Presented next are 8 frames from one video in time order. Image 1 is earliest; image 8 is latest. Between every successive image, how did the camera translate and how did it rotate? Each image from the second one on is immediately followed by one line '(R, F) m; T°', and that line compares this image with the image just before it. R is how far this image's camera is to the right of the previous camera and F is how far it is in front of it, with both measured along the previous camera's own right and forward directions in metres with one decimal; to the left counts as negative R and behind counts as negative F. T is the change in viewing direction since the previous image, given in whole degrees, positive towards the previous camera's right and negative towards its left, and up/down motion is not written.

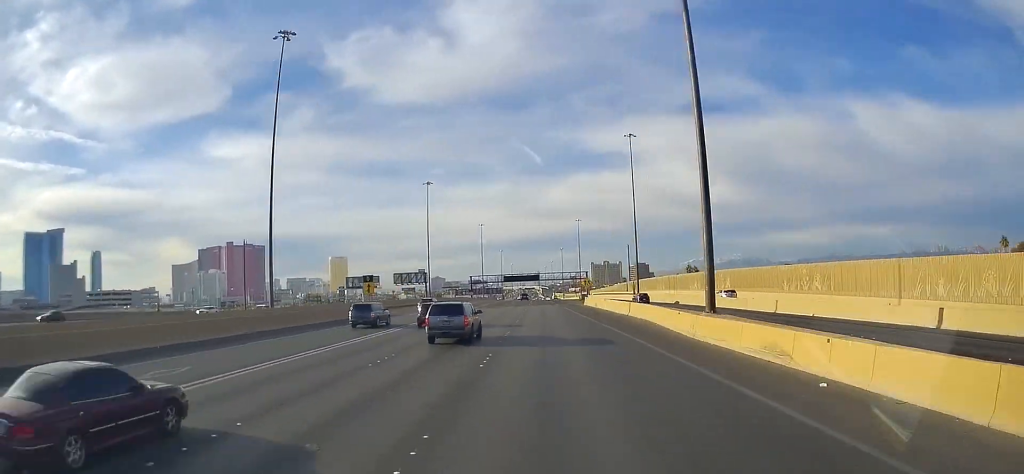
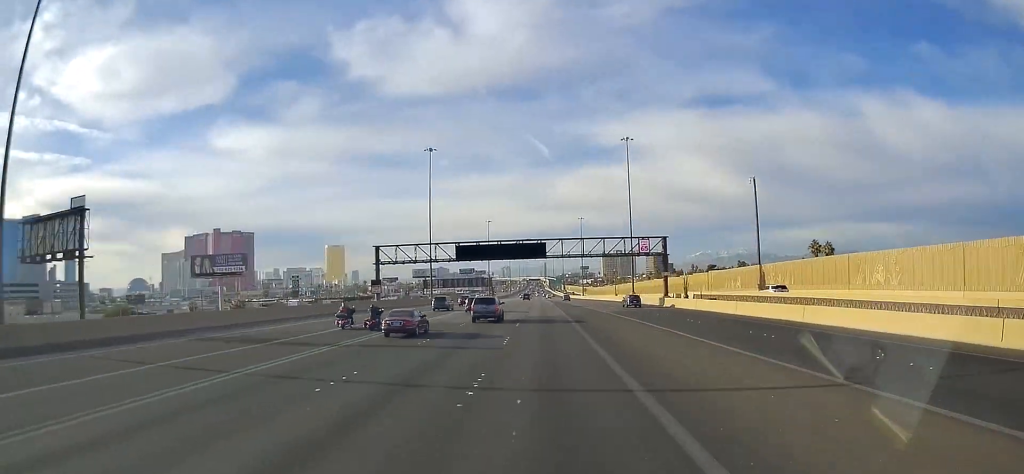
(+2.6, +127.8) m; +1°
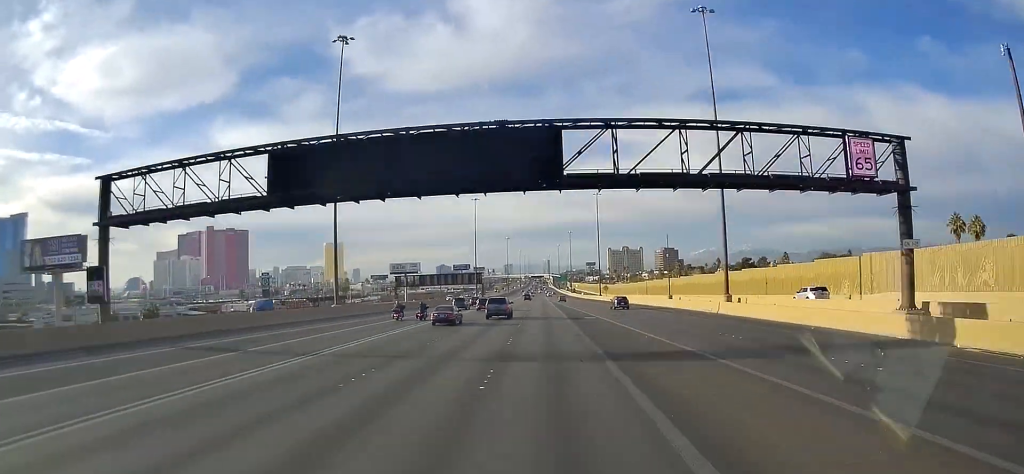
(-0.2, +59.5) m; 0°
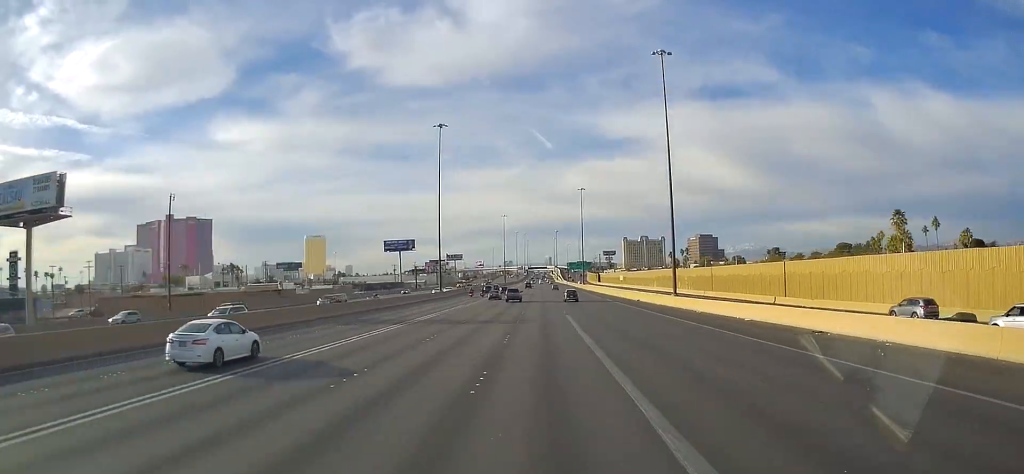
(-0.8, +234.7) m; 0°
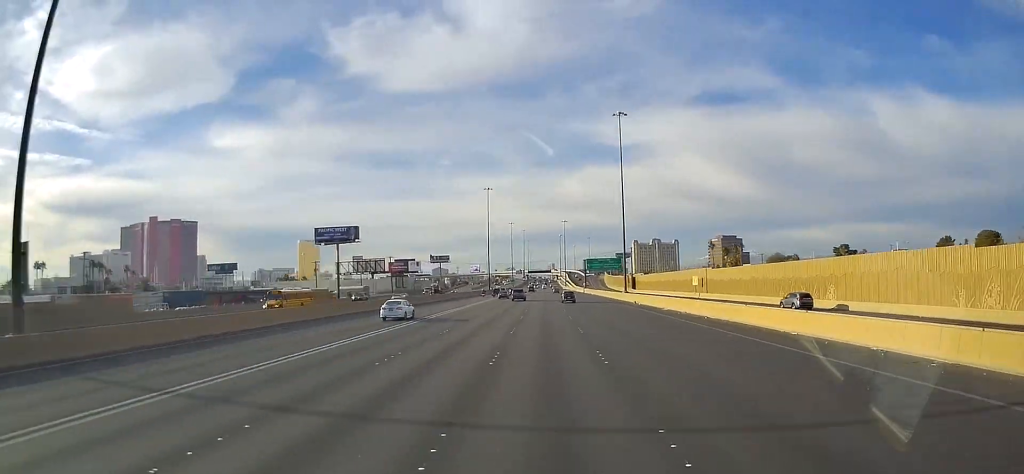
(+0.2, +94.8) m; 0°
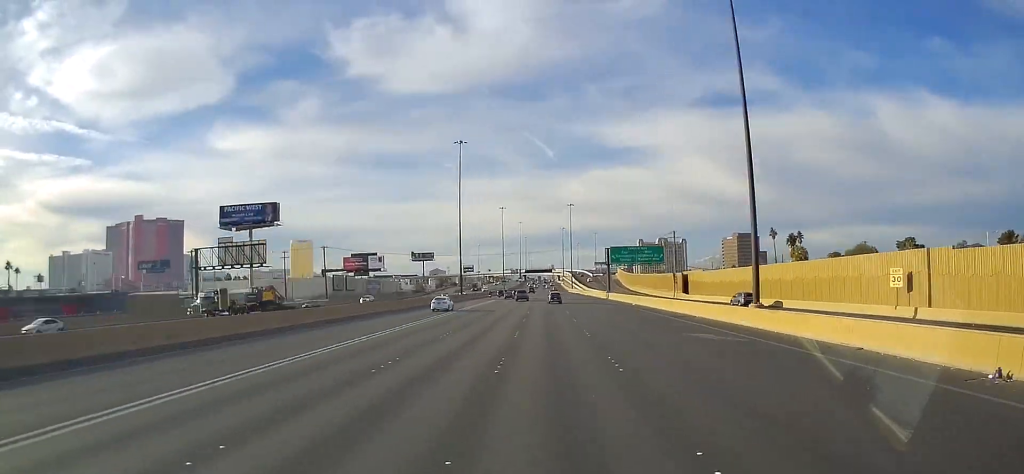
(-0.2, +60.0) m; 0°
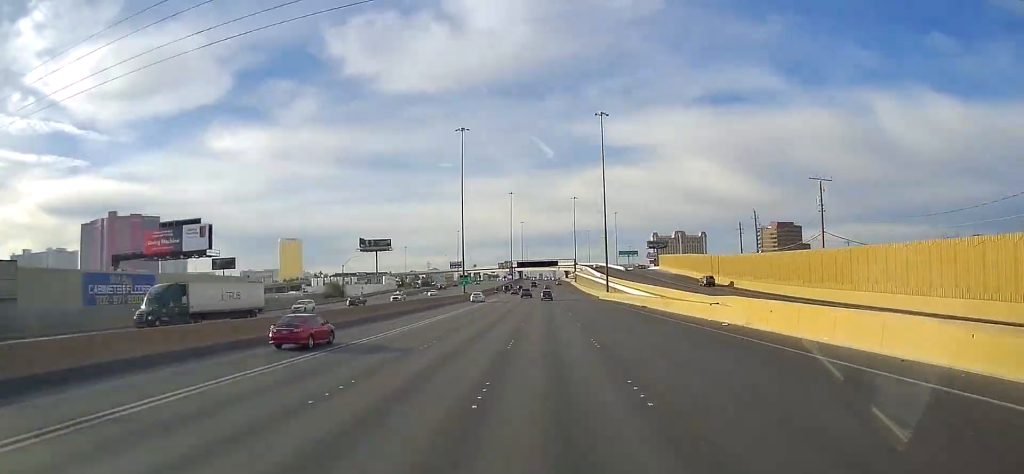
(-0.3, +109.8) m; 0°
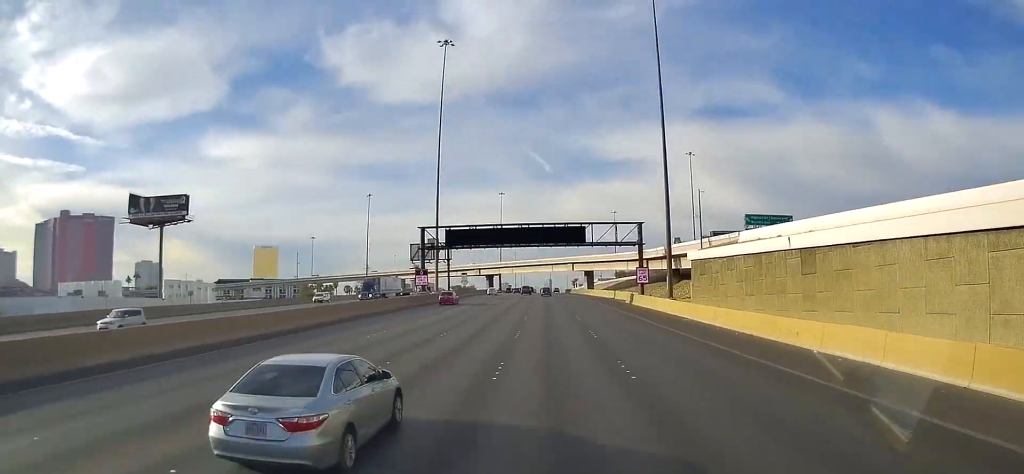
(0.0, +163.5) m; 0°
